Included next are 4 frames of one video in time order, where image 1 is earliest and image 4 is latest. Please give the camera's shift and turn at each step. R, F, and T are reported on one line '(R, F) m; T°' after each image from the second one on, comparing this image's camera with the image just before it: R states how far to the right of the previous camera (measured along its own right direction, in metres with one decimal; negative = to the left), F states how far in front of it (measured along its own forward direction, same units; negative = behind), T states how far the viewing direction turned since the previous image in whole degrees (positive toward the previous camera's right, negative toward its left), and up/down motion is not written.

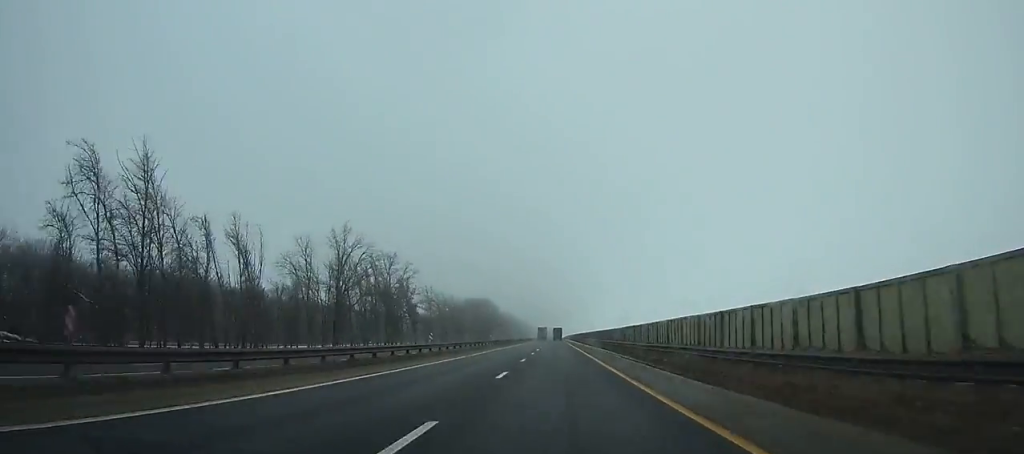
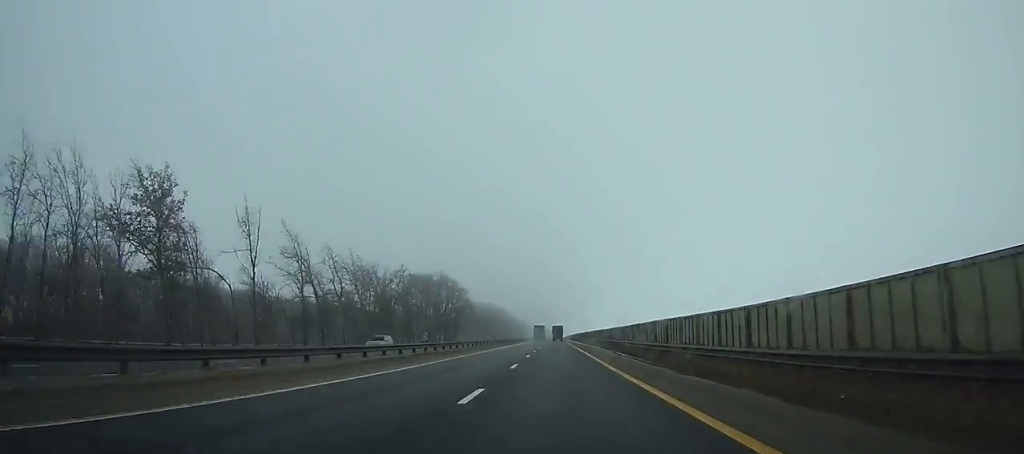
(-0.1, +90.9) m; 0°
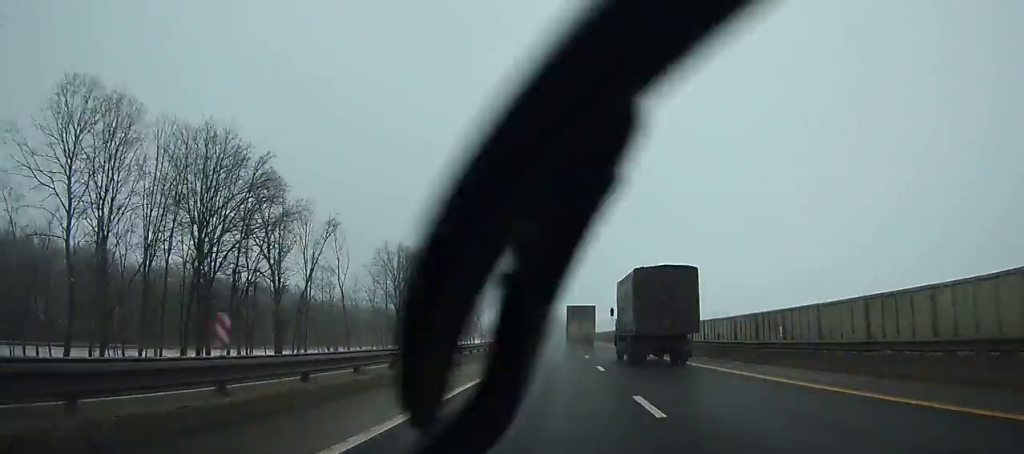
(-2.9, +413.2) m; -1°
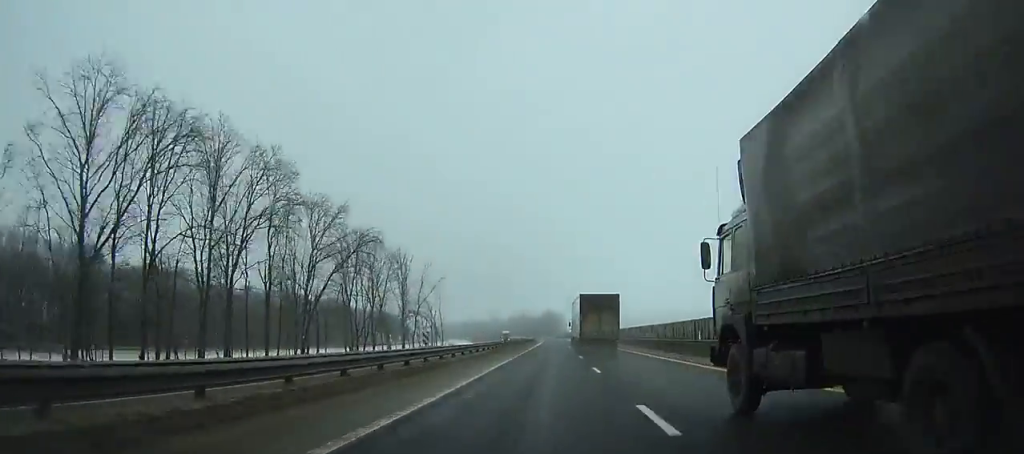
(+0.7, +75.9) m; 0°
